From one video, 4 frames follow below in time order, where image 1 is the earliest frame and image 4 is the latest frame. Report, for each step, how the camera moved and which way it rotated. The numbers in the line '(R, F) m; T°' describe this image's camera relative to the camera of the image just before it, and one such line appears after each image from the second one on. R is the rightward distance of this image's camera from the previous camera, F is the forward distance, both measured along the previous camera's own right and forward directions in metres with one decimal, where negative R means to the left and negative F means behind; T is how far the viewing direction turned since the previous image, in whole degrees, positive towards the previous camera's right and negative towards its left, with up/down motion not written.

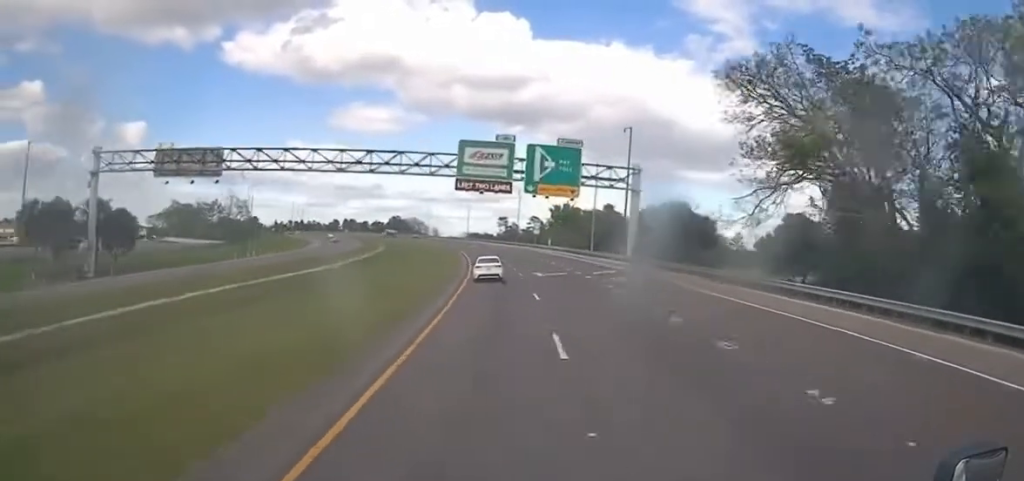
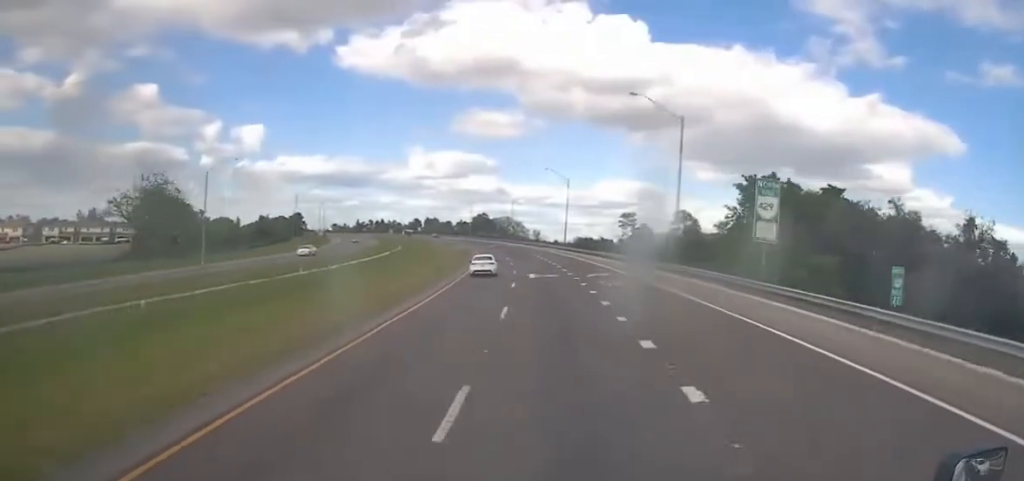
(-5.9, +90.4) m; -9°
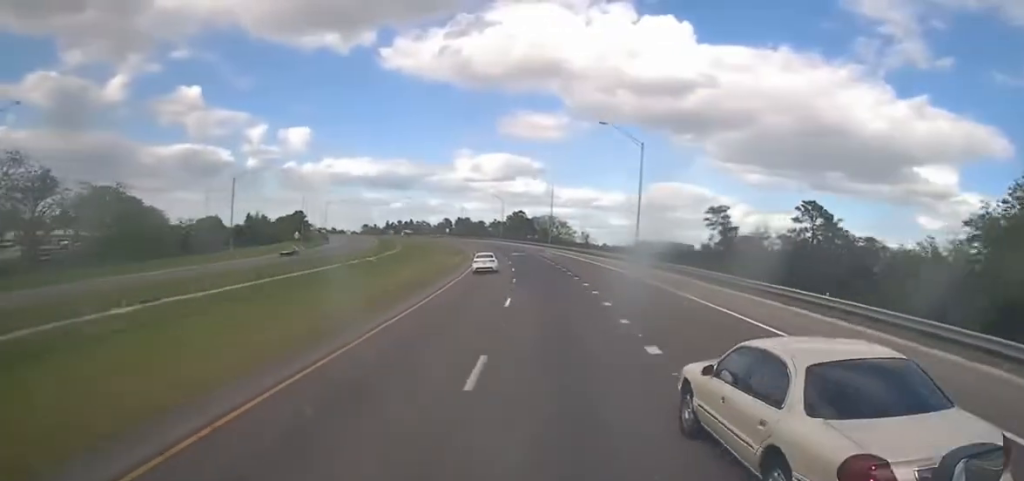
(-2.5, +46.7) m; -5°
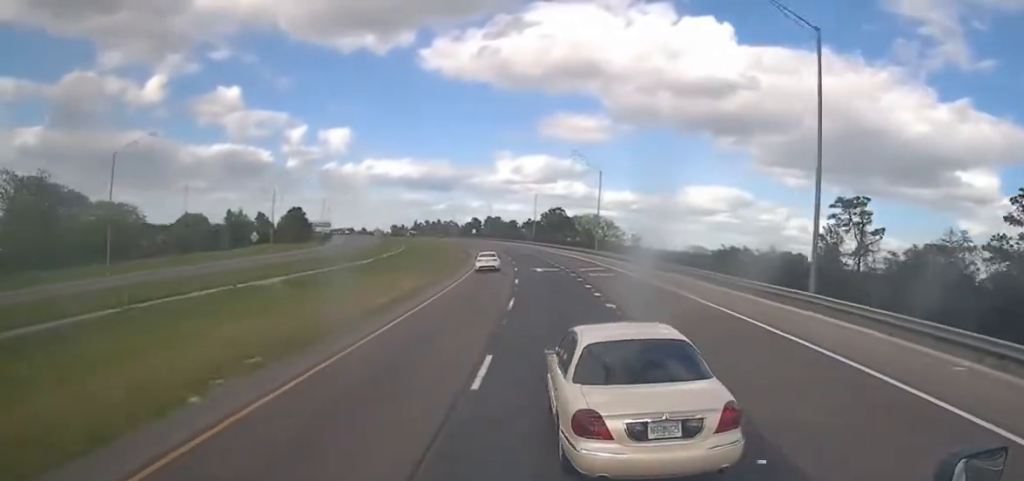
(-0.9, +36.9) m; -3°
